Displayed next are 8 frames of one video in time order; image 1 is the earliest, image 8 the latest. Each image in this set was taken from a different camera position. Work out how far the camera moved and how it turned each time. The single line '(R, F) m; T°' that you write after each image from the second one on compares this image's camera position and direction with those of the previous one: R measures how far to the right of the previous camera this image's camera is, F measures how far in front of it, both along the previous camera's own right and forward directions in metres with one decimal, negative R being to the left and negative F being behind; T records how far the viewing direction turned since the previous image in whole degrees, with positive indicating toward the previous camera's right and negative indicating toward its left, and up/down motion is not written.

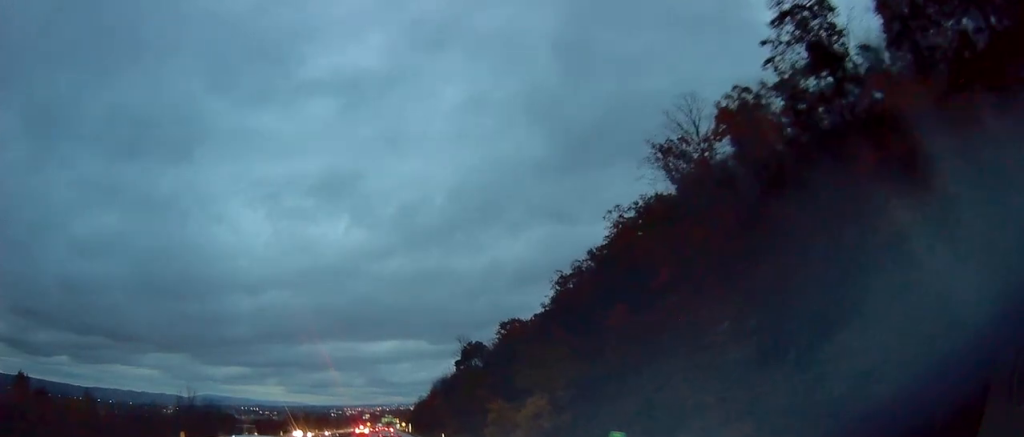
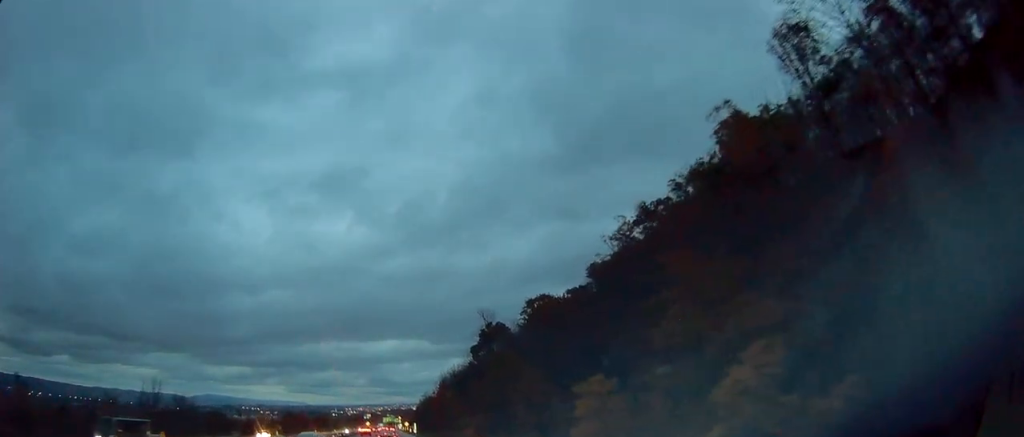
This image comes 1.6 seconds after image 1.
(+0.2, +24.9) m; +1°
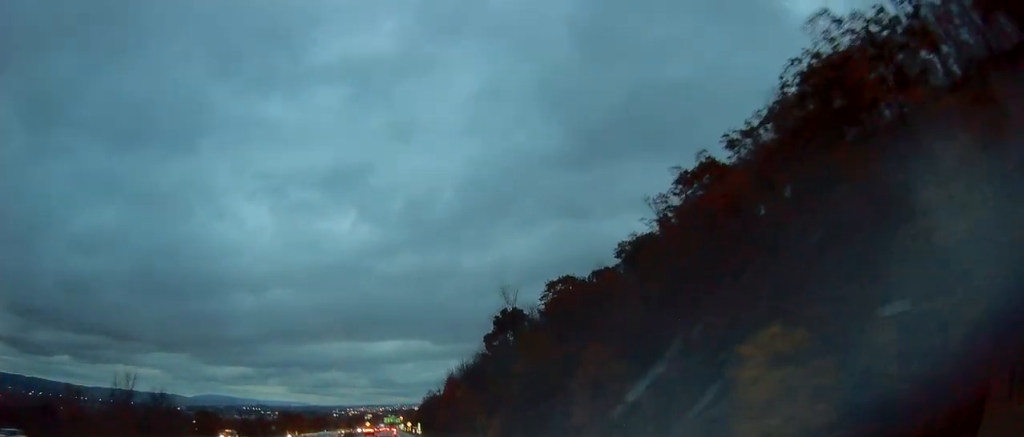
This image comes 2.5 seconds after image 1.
(-0.2, +14.8) m; 0°
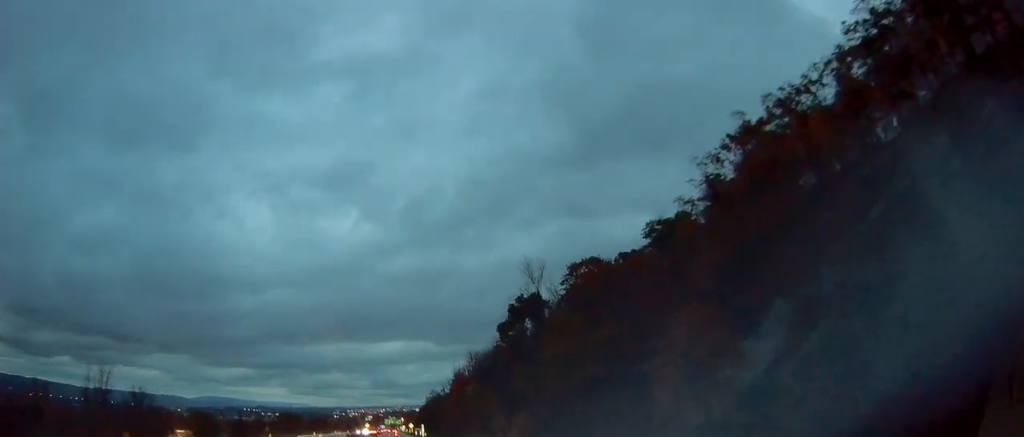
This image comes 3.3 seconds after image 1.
(+0.1, +11.7) m; 0°
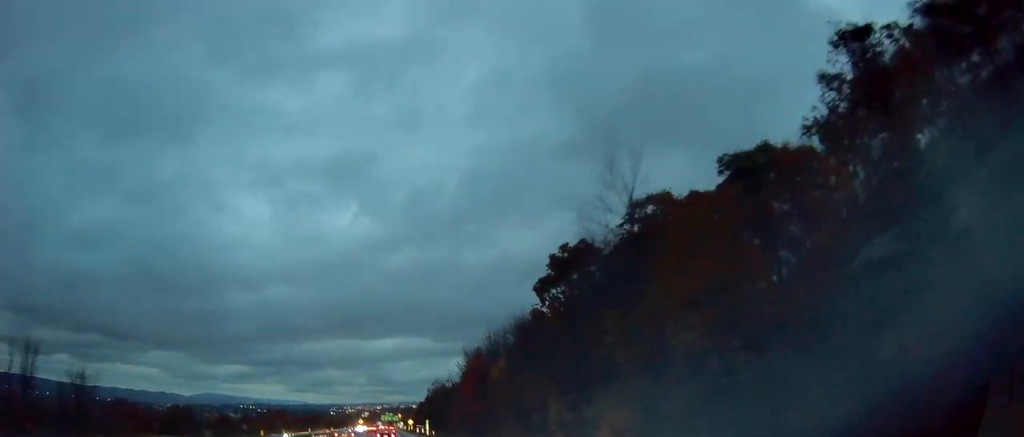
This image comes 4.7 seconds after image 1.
(-0.1, +23.4) m; -1°
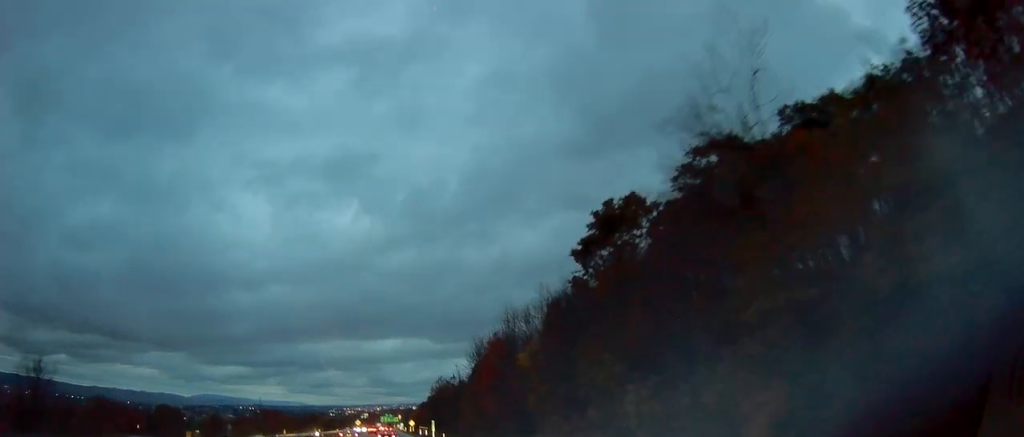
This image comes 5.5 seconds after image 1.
(-0.2, +14.0) m; 0°
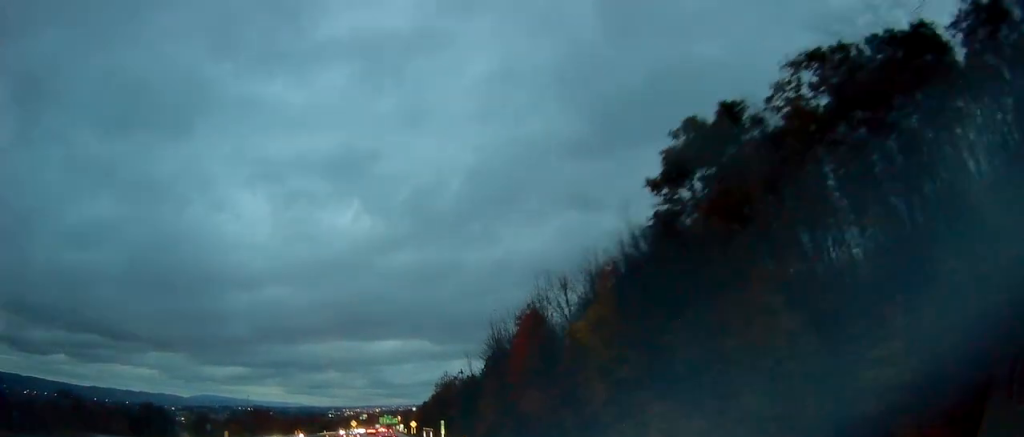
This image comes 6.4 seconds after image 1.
(+0.3, +16.6) m; 0°
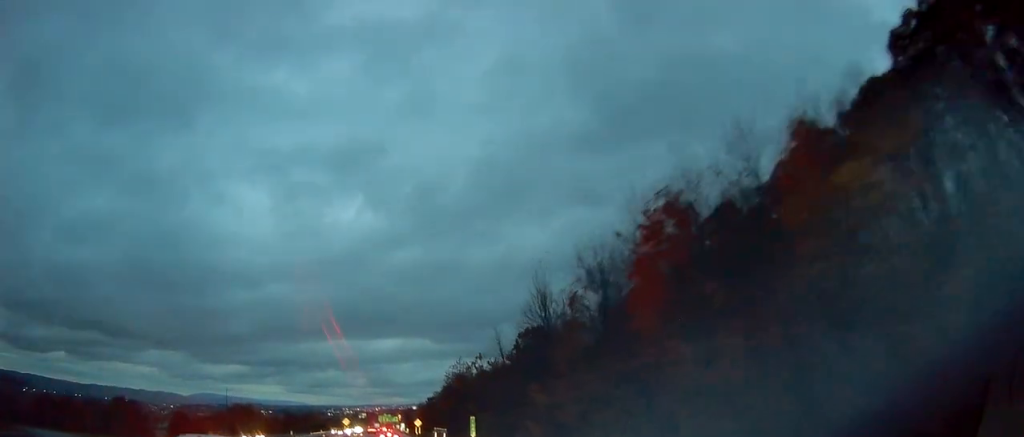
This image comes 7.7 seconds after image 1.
(-0.2, +25.1) m; 0°
